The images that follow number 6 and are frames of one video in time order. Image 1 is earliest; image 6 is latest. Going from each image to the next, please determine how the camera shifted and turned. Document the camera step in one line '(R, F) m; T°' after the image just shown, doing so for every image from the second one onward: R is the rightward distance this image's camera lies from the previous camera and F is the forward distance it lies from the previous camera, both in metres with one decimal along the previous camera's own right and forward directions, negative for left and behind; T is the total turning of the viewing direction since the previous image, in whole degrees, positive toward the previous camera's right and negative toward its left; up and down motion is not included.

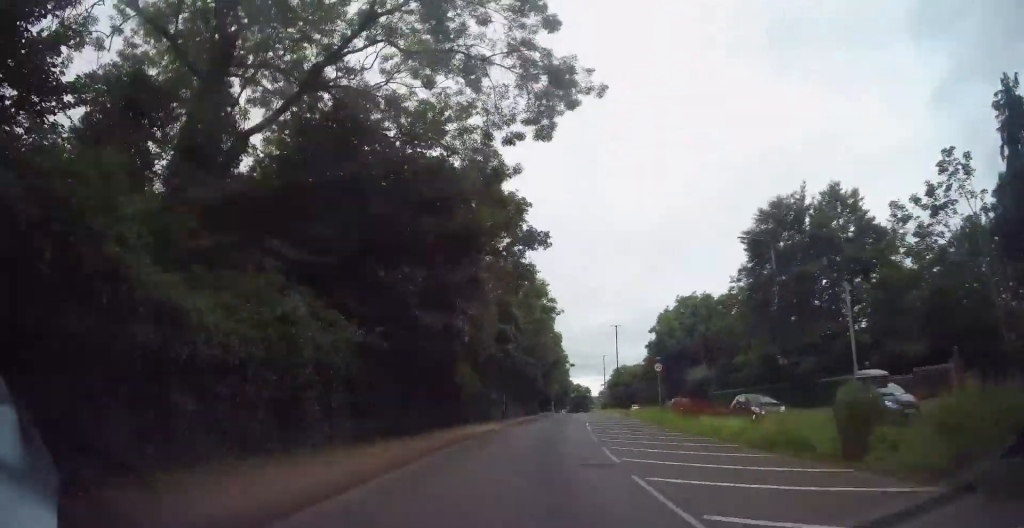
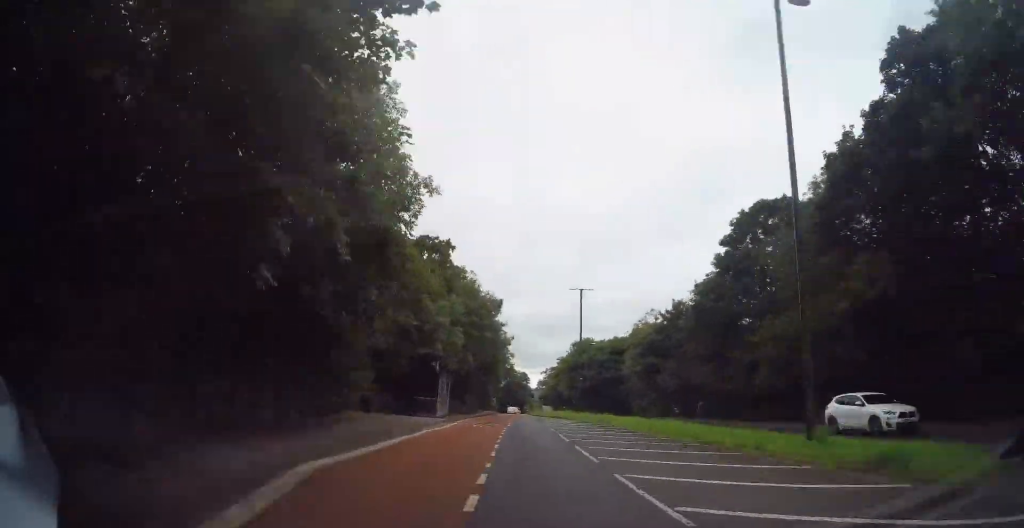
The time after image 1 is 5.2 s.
(+4.8, +66.1) m; +5°
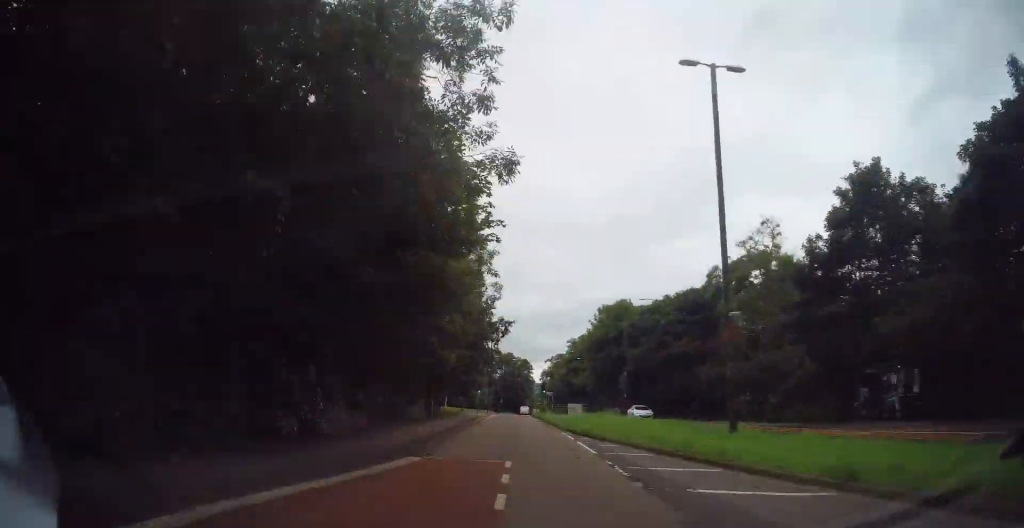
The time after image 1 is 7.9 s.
(+0.1, +34.5) m; +1°
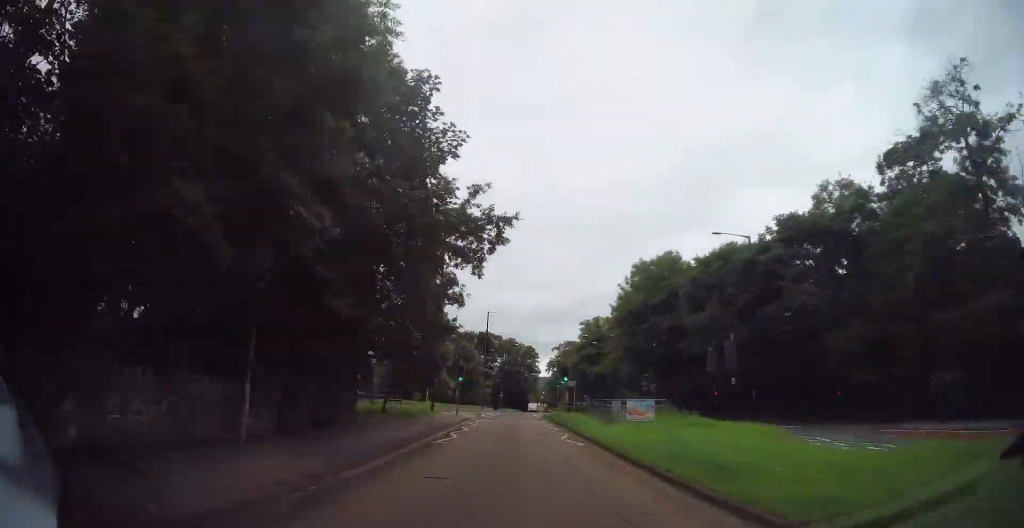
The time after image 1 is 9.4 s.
(+0.1, +19.0) m; +1°
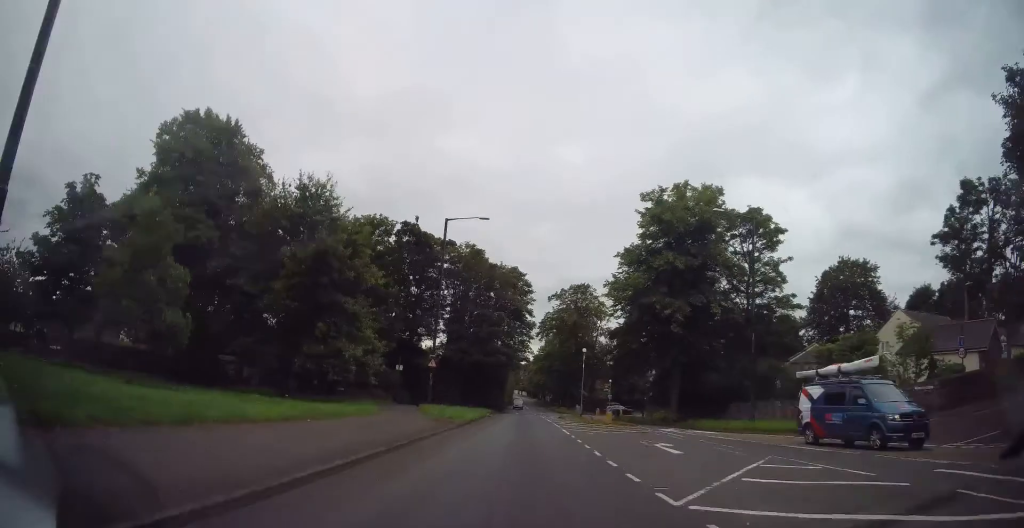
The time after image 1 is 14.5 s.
(+1.4, +57.4) m; +3°
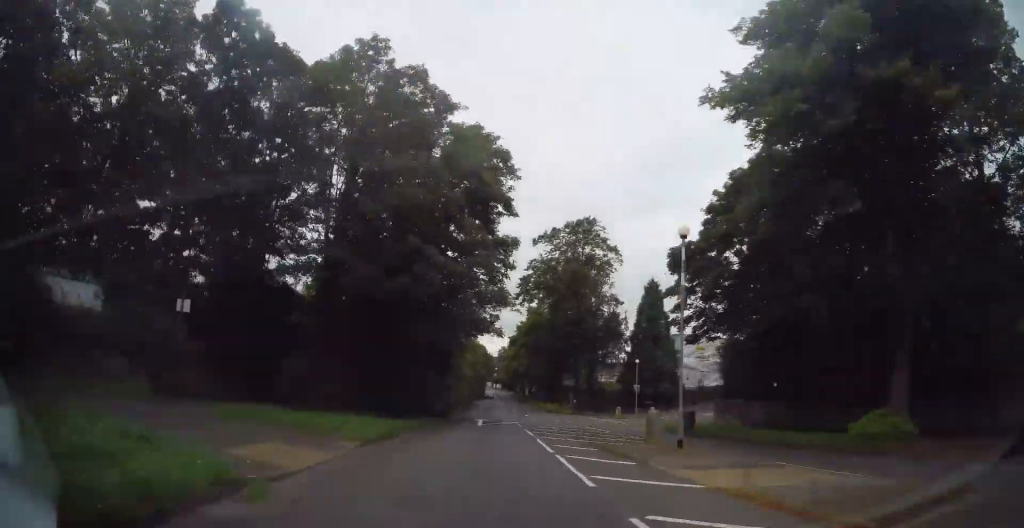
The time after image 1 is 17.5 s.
(+0.4, +27.0) m; +1°
